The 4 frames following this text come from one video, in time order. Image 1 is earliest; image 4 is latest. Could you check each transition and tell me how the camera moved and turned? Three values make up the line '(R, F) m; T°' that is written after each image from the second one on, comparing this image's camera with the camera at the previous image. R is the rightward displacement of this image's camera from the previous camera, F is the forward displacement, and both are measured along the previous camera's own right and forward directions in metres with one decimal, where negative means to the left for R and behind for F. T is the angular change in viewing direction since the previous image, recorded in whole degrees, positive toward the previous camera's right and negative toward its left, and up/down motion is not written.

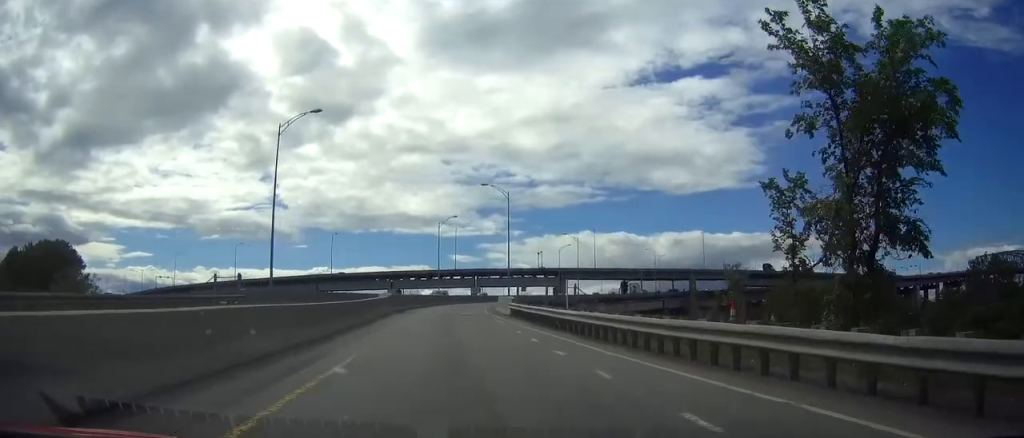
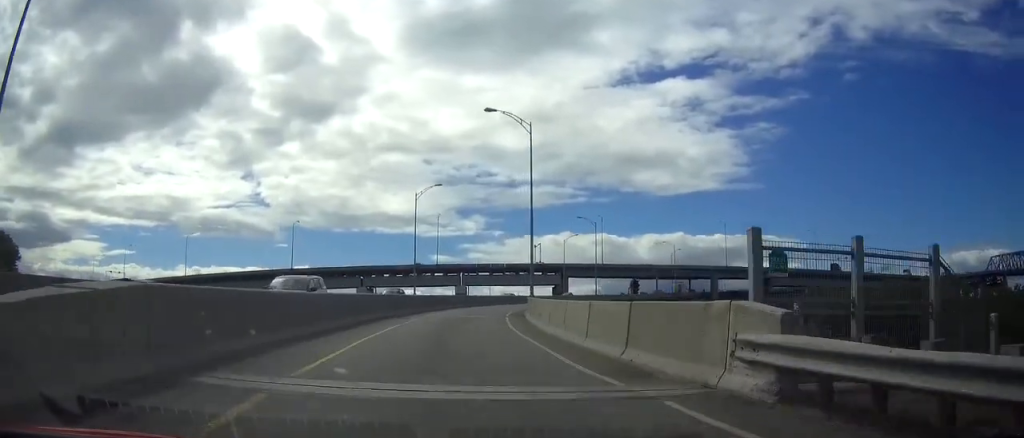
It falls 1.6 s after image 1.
(+0.1, +33.3) m; +1°
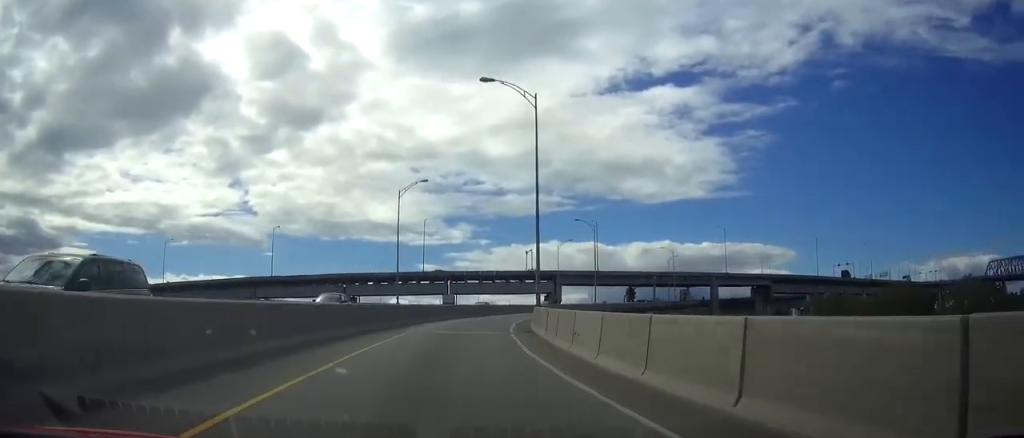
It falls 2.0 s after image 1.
(+0.1, +8.9) m; +1°
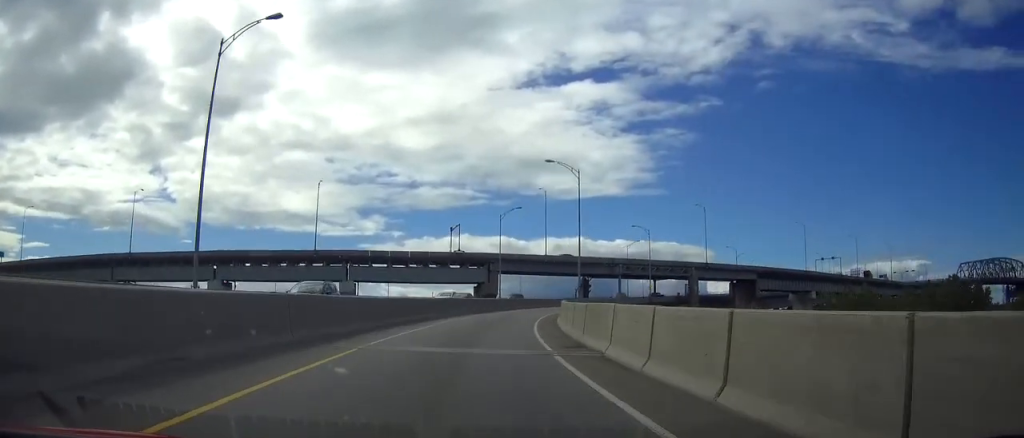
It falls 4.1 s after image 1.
(+2.2, +42.4) m; +7°
